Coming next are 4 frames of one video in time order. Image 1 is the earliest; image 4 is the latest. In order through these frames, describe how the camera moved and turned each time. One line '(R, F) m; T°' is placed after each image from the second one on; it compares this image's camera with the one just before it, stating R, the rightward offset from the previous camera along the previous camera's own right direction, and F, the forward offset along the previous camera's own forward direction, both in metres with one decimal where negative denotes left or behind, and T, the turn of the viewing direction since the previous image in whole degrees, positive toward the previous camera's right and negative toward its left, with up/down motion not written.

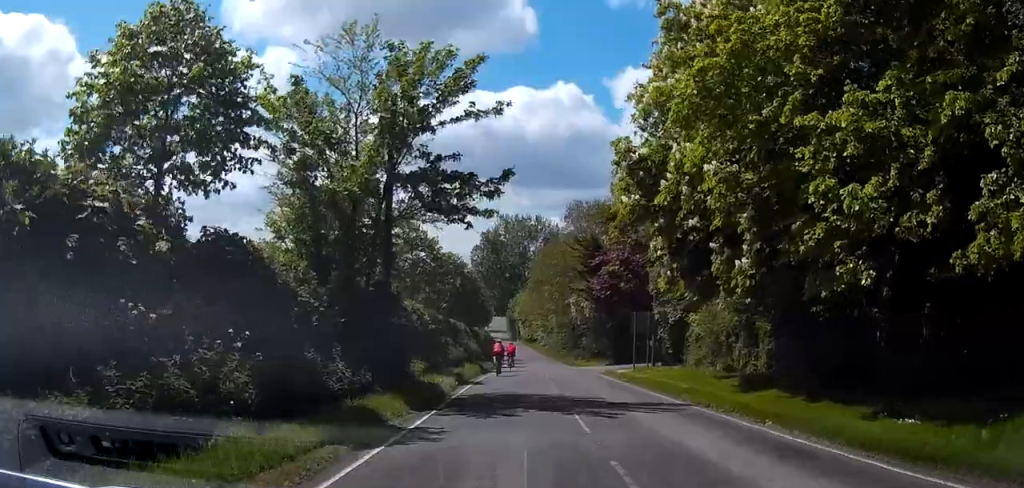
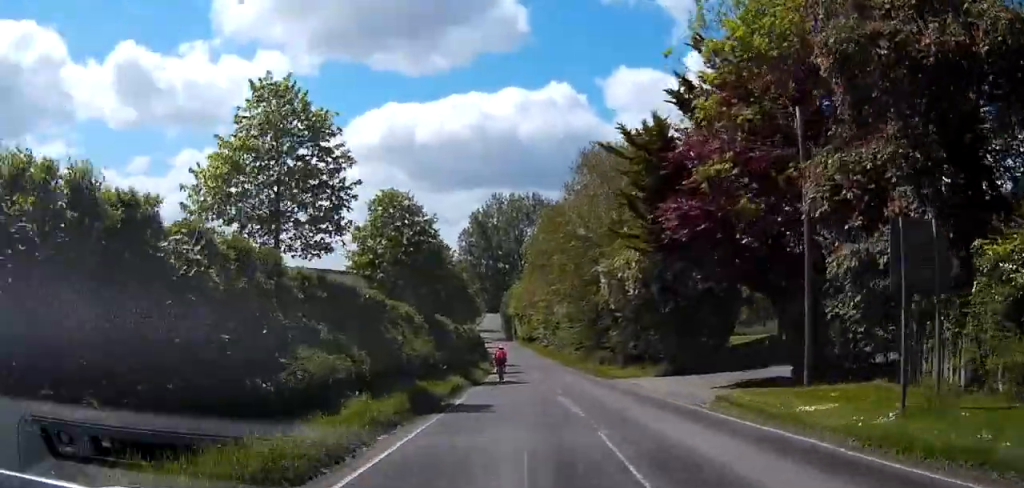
(+0.6, +23.2) m; +2°
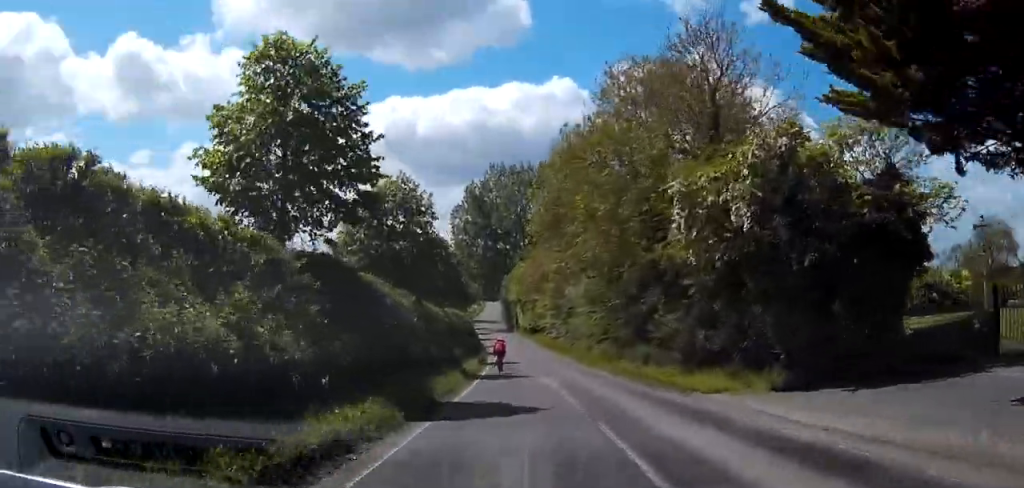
(-0.1, +16.3) m; 0°
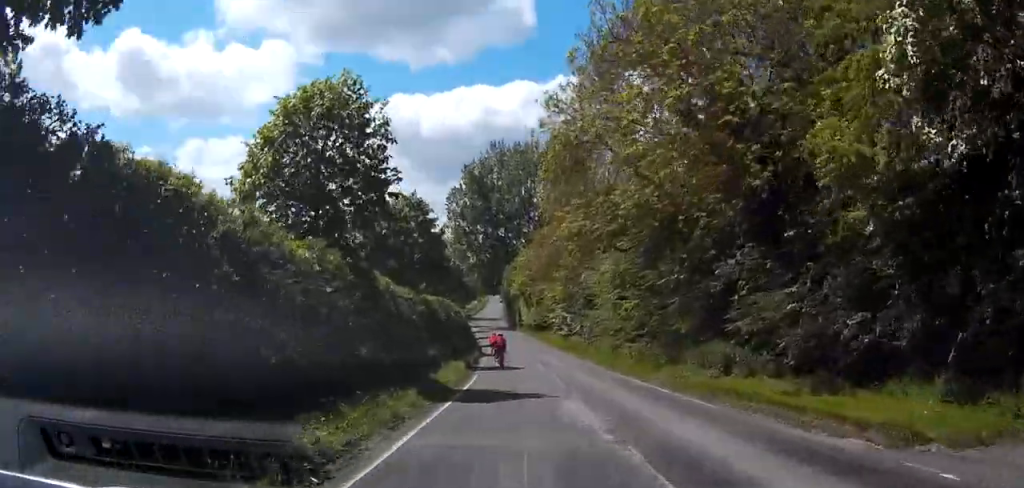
(+0.2, +12.0) m; +1°
